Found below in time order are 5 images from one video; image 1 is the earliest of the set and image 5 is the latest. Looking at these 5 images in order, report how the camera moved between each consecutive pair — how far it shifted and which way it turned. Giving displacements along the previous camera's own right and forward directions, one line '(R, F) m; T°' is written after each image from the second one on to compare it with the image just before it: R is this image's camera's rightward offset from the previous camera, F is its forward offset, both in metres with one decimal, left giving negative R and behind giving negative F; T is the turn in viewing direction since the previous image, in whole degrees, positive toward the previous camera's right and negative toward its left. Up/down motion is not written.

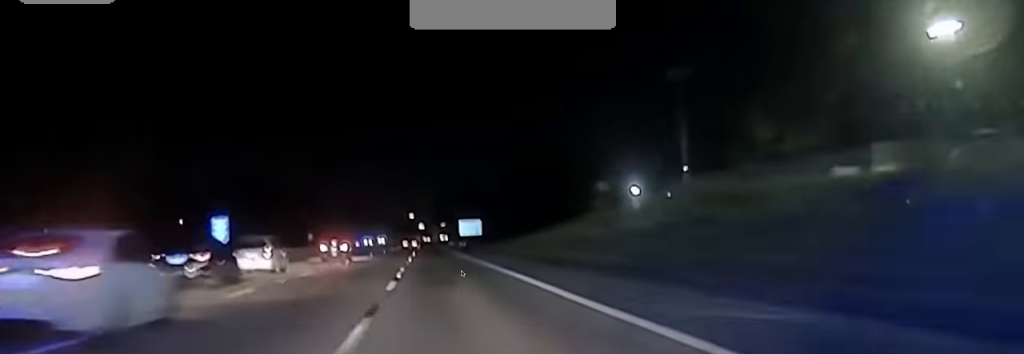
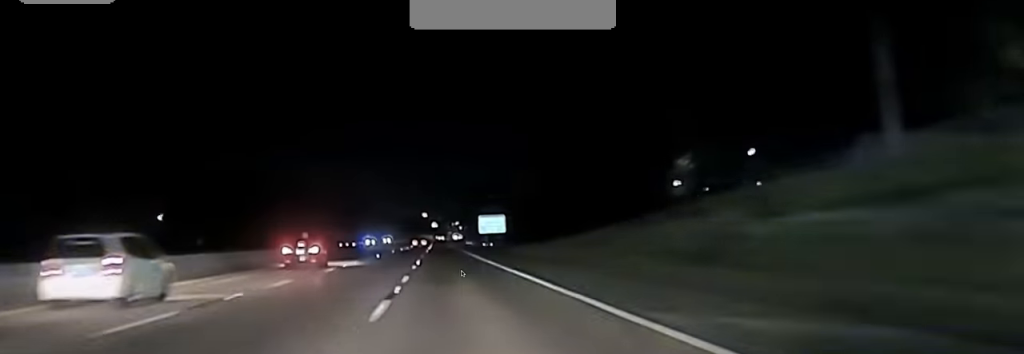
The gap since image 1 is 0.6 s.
(-0.1, +27.6) m; -1°
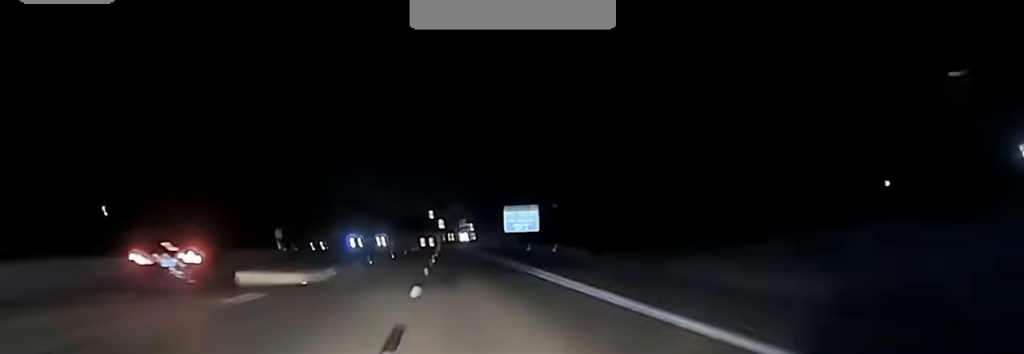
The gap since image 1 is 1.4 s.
(-0.4, +38.6) m; 0°
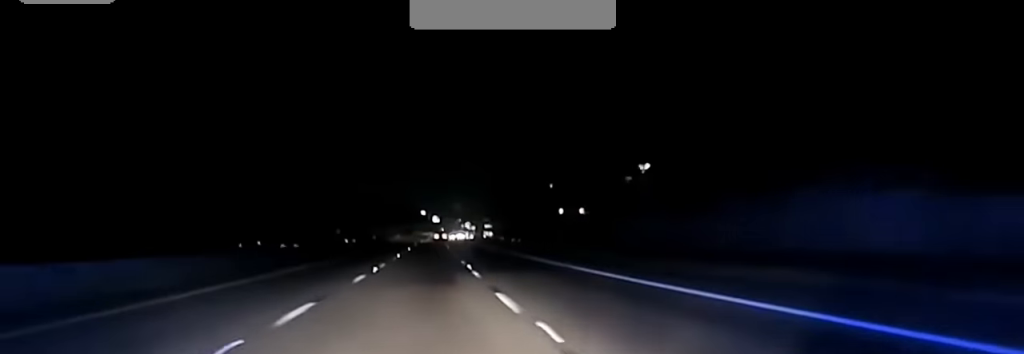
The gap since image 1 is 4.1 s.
(+0.9, +158.4) m; +1°
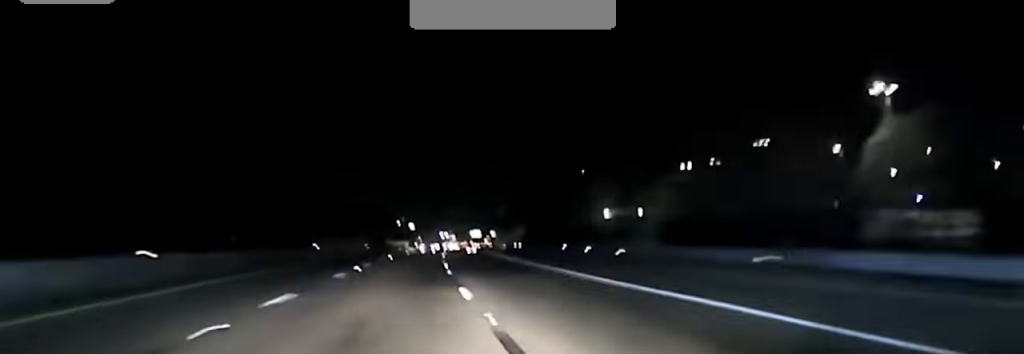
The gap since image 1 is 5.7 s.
(+1.8, +101.9) m; +2°
